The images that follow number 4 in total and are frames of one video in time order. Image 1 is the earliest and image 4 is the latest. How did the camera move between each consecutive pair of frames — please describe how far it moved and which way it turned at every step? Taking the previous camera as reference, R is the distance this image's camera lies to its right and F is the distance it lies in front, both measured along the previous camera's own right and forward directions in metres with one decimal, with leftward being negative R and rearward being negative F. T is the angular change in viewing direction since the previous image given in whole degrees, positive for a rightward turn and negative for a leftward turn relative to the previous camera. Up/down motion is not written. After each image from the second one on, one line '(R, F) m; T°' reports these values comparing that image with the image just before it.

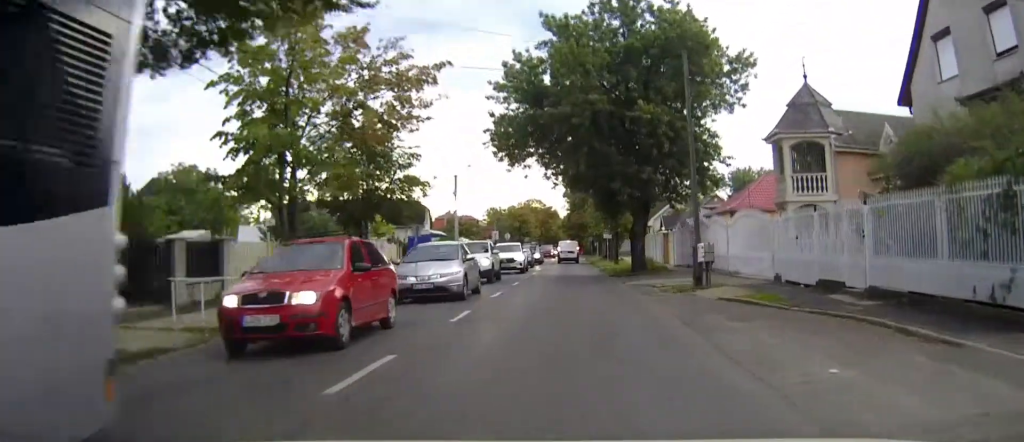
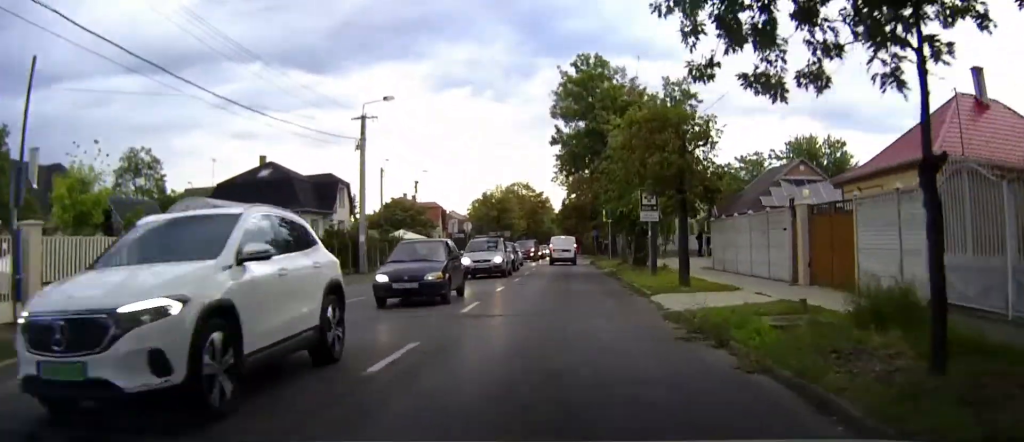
(+0.4, +29.8) m; +1°
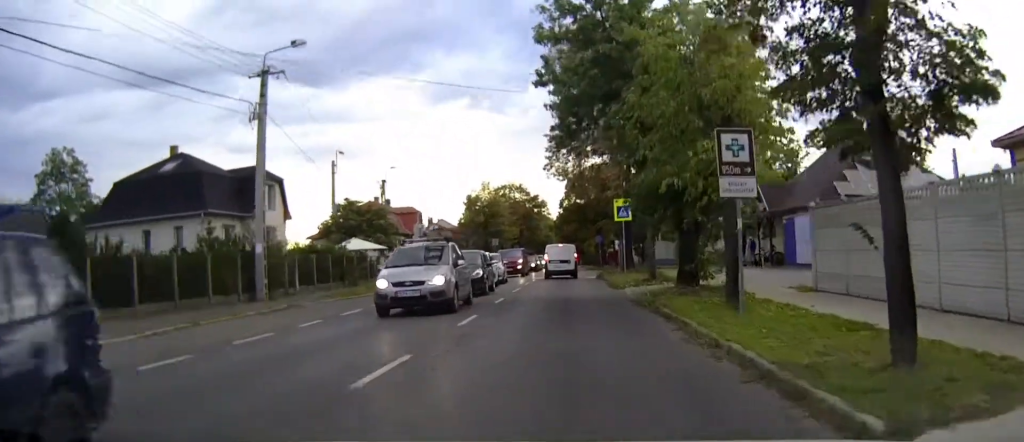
(0.0, +12.8) m; 0°
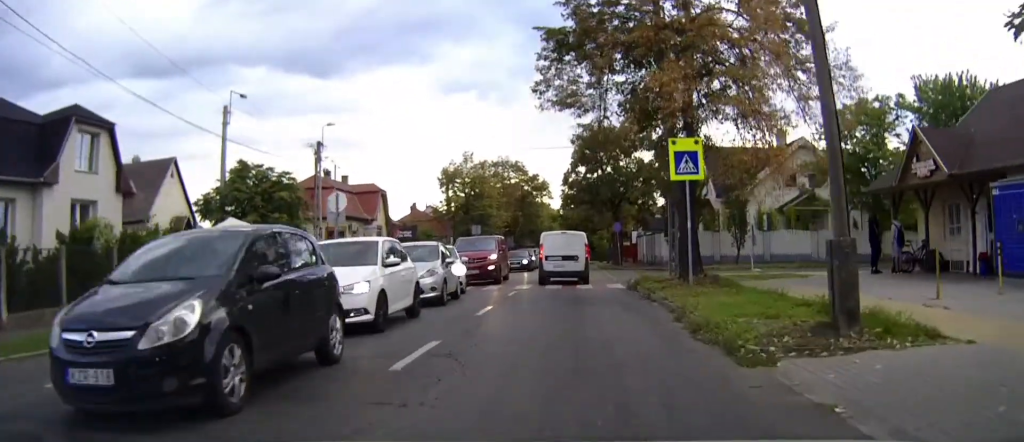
(+0.1, +19.7) m; +1°
